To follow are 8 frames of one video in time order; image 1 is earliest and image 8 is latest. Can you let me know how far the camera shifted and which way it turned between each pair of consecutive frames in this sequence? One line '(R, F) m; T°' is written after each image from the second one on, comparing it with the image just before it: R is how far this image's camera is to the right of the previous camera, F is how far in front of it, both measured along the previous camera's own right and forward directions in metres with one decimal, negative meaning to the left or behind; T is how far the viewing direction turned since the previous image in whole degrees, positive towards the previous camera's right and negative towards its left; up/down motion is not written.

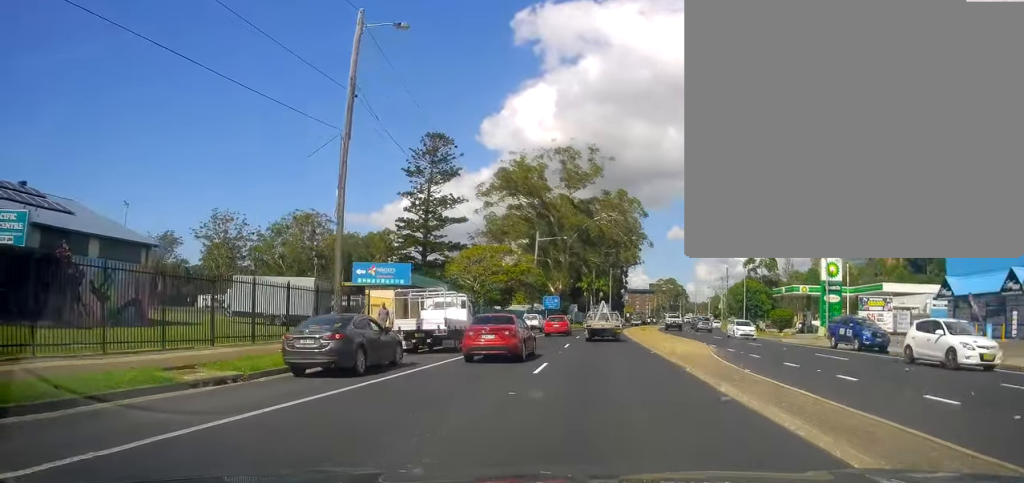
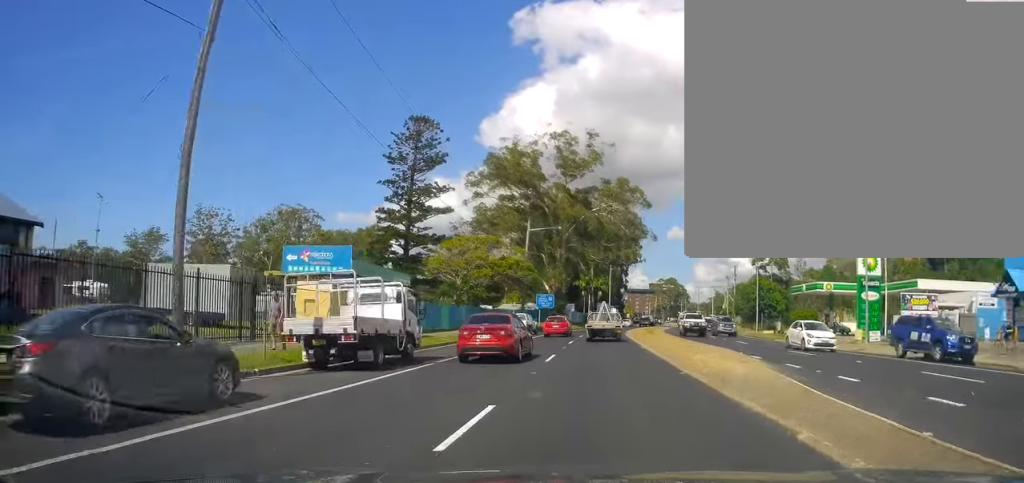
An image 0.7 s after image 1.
(0.0, +8.1) m; 0°
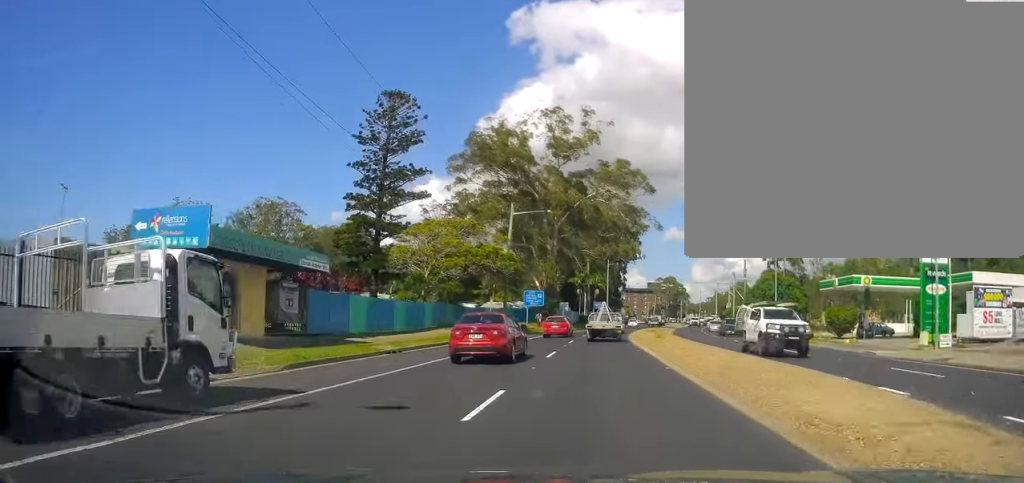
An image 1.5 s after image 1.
(0.0, +10.1) m; -1°
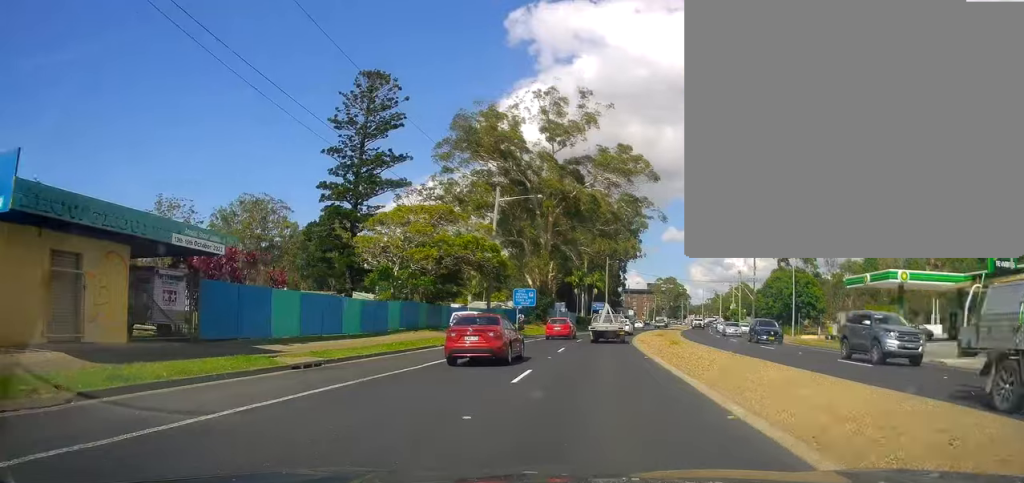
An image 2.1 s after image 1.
(+0.1, +7.2) m; -2°
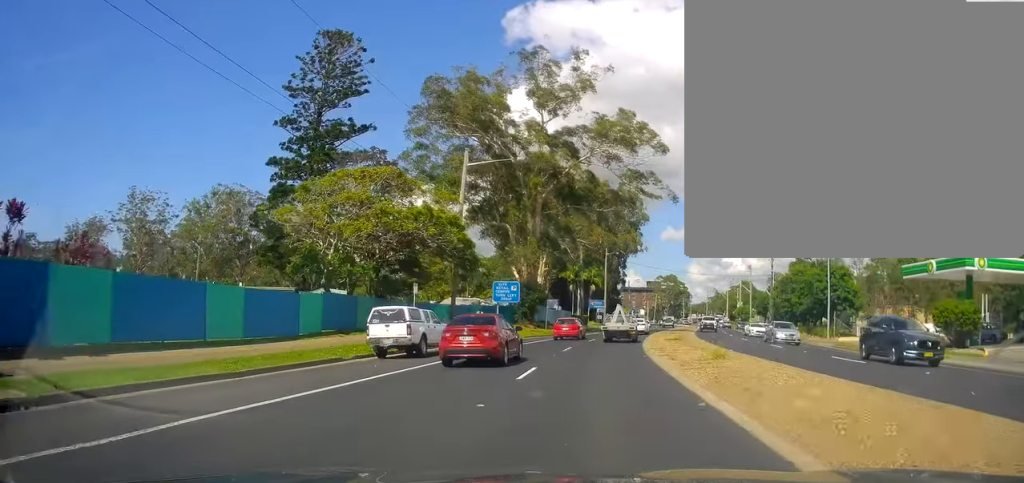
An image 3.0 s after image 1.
(-0.5, +10.7) m; -1°
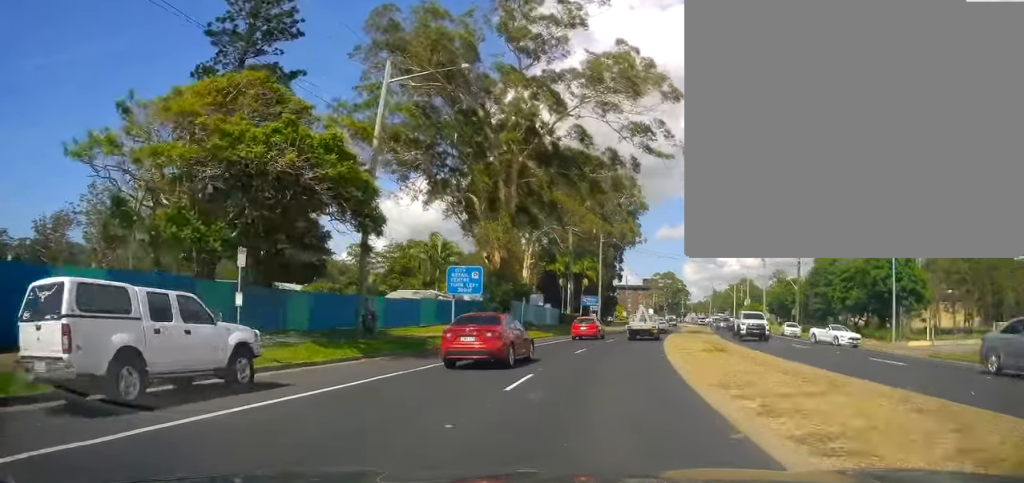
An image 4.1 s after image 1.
(+0.4, +13.7) m; +4°
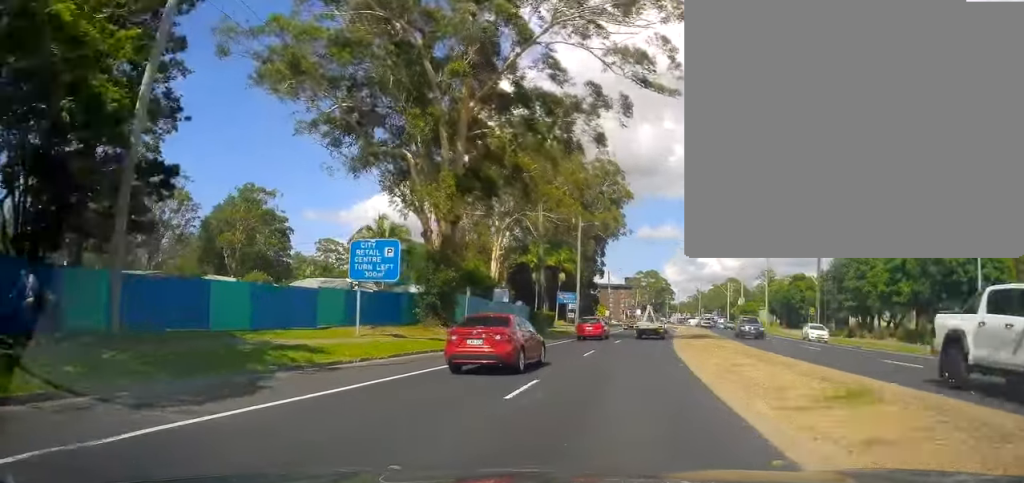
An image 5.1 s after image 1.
(+0.4, +12.4) m; +4°
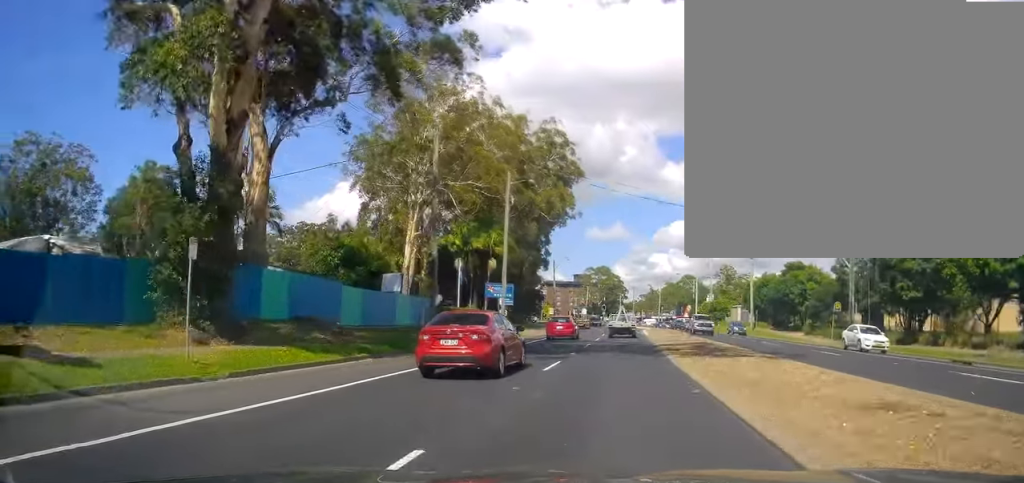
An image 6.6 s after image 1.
(+0.4, +18.5) m; 0°
